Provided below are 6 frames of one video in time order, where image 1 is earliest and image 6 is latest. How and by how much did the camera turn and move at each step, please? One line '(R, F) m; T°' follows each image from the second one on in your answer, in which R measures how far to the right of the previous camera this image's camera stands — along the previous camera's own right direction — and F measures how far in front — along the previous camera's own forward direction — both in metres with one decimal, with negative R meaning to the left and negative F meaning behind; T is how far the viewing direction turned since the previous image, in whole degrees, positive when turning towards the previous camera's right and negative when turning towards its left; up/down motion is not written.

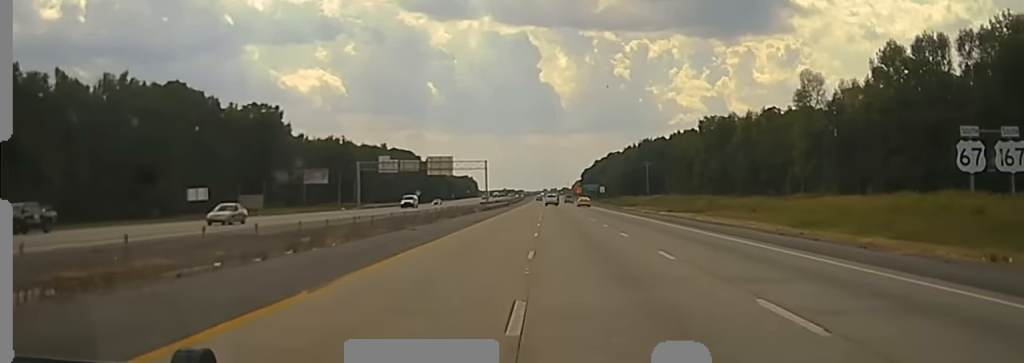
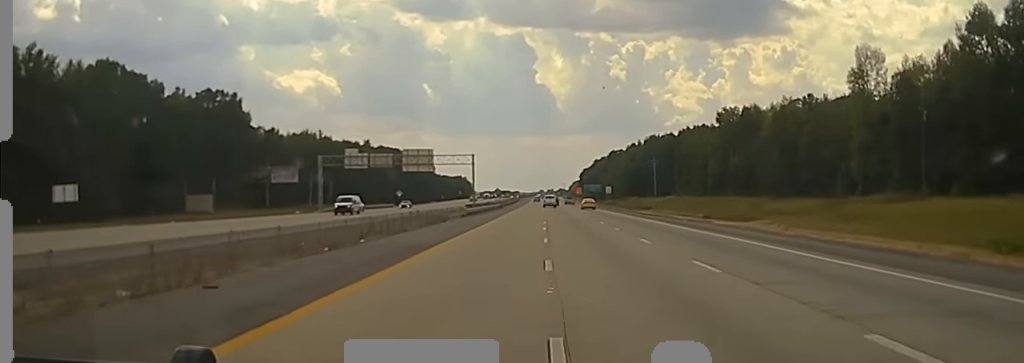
(-0.2, +29.1) m; 0°
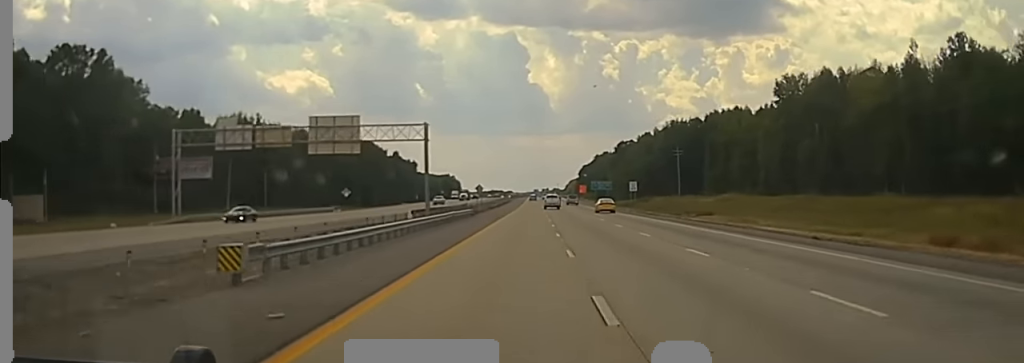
(0.0, +52.9) m; 0°
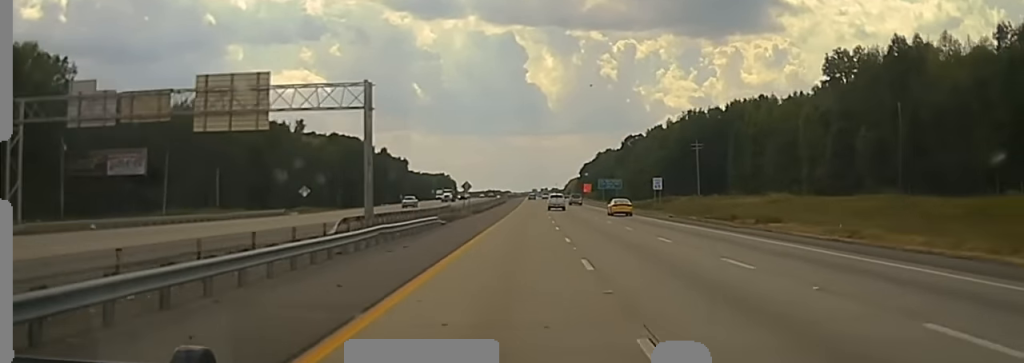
(+0.1, +28.7) m; 0°
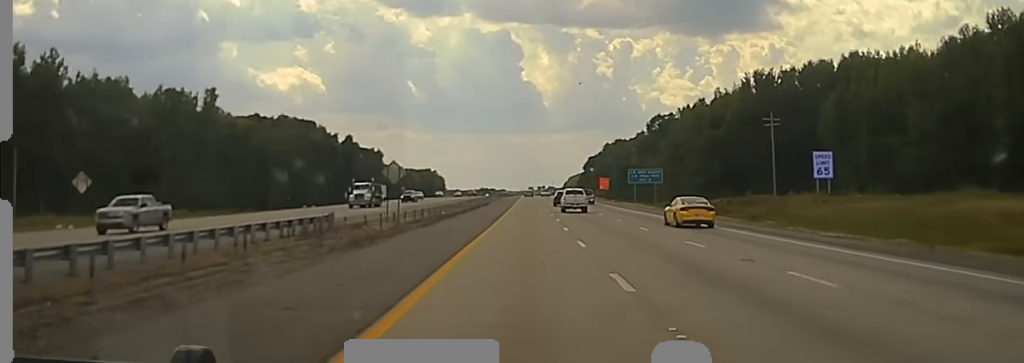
(-0.1, +64.1) m; 0°
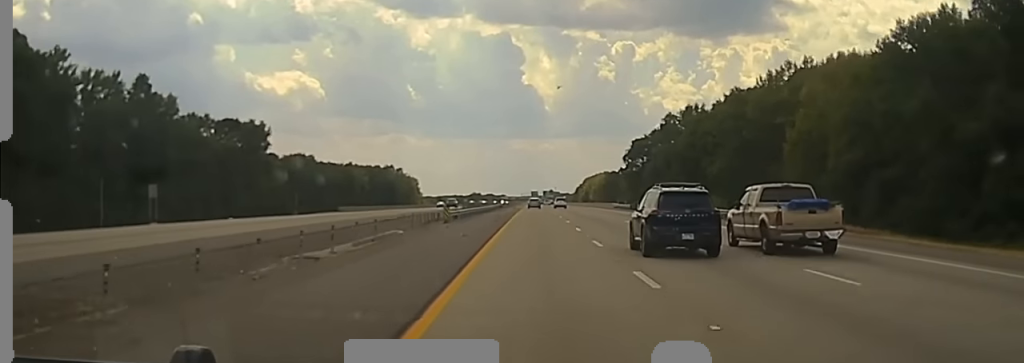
(+1.5, +170.1) m; +1°
